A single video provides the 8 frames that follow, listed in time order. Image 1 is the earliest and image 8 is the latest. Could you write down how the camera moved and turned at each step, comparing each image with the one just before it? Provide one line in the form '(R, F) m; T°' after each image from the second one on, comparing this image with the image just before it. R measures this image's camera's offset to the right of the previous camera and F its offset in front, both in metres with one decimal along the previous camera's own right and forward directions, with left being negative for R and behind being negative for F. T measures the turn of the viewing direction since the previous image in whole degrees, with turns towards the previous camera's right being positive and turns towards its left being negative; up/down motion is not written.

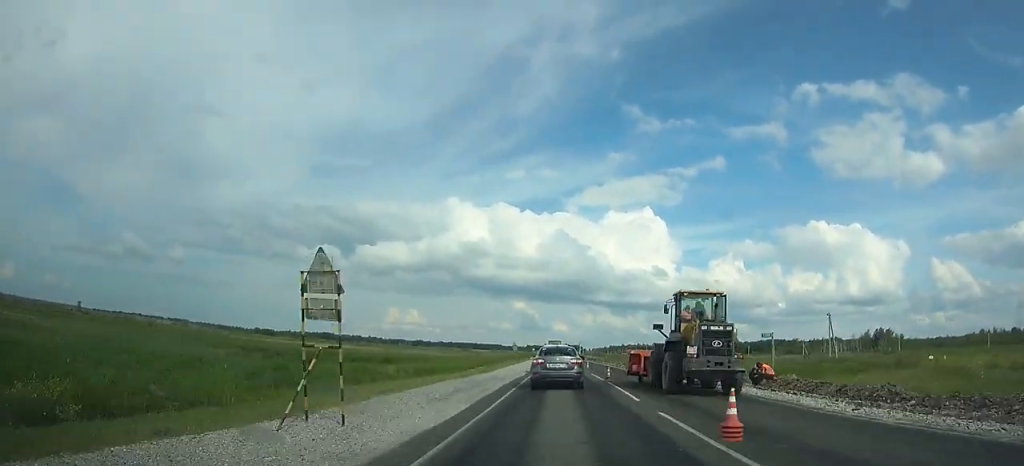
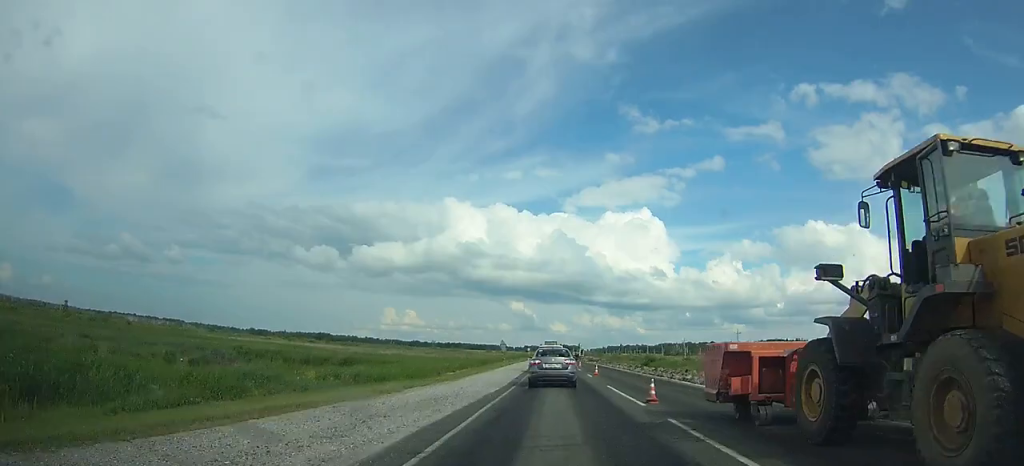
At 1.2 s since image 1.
(0.0, +13.9) m; 0°
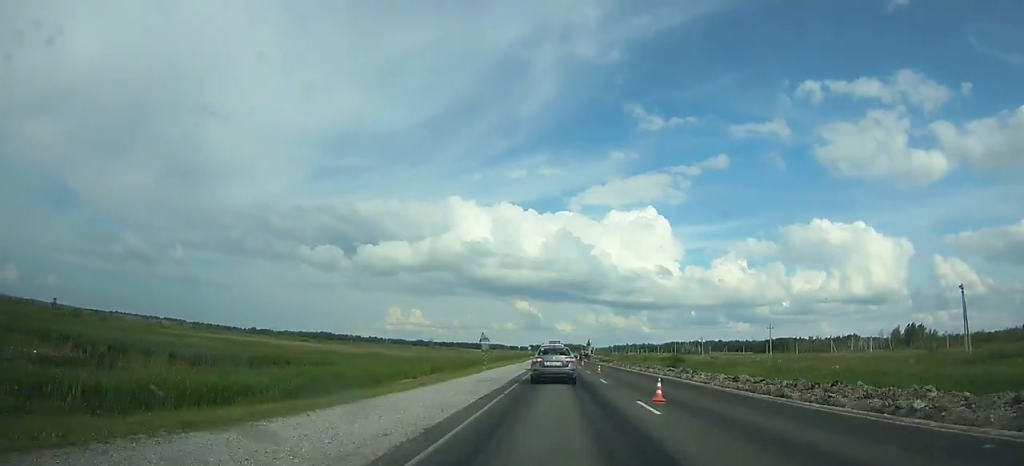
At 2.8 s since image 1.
(0.0, +19.4) m; 0°
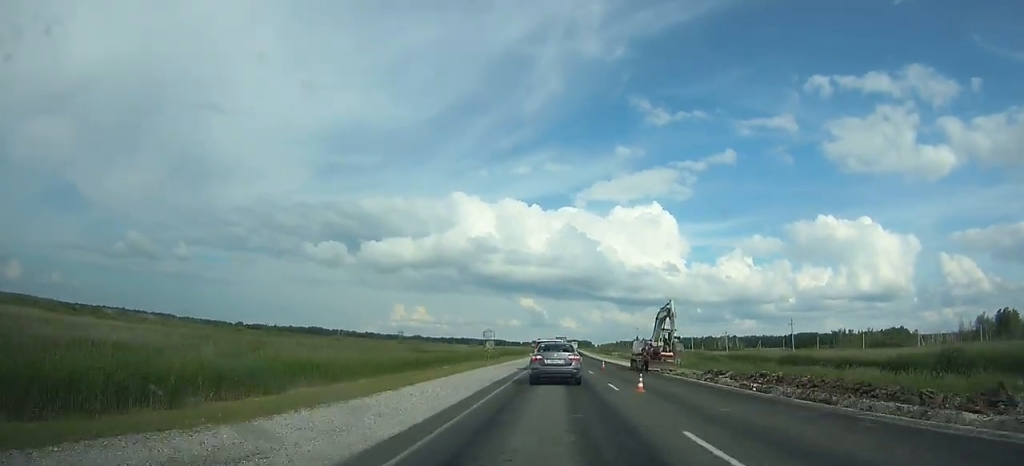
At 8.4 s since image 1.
(-0.1, +73.1) m; 0°
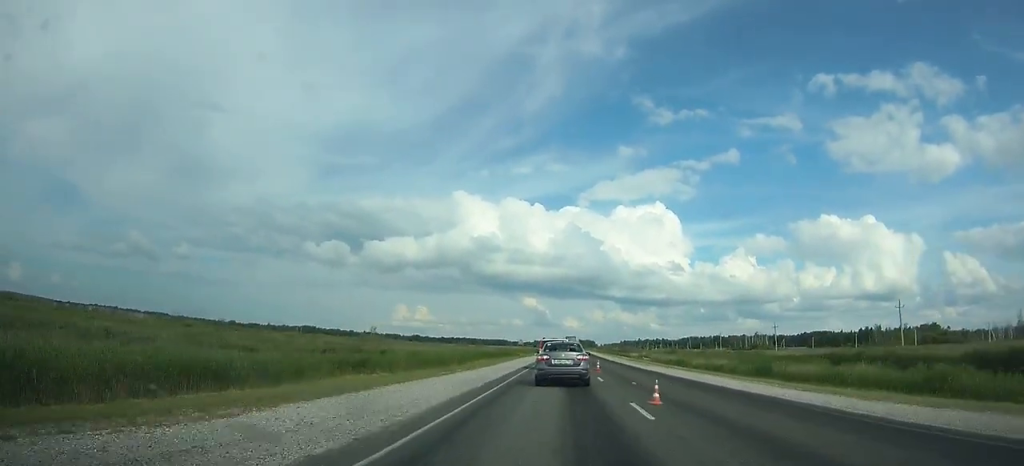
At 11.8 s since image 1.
(+0.3, +45.3) m; 0°
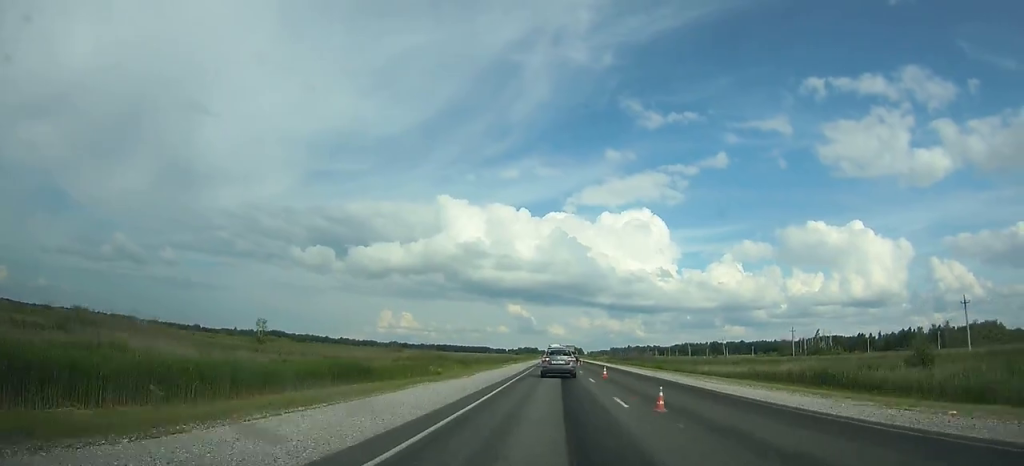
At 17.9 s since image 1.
(+0.3, +83.6) m; +1°
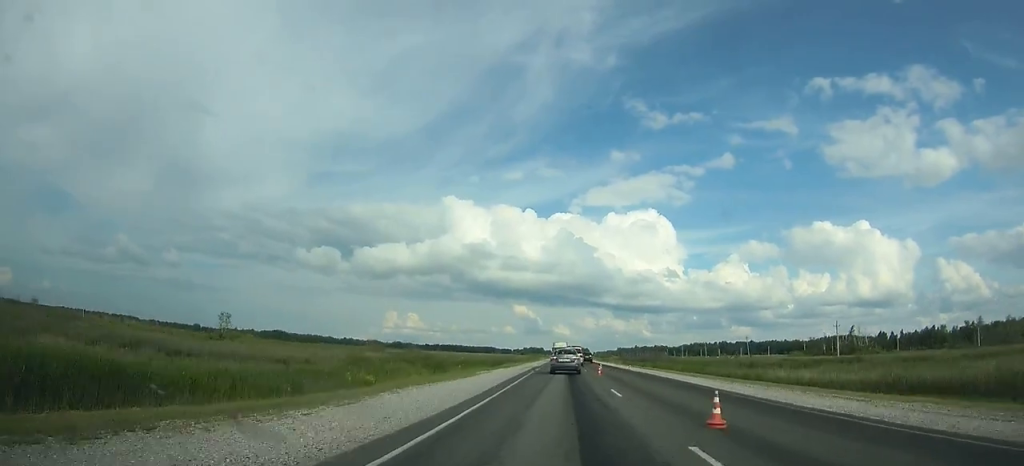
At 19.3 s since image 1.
(-0.1, +20.6) m; 0°
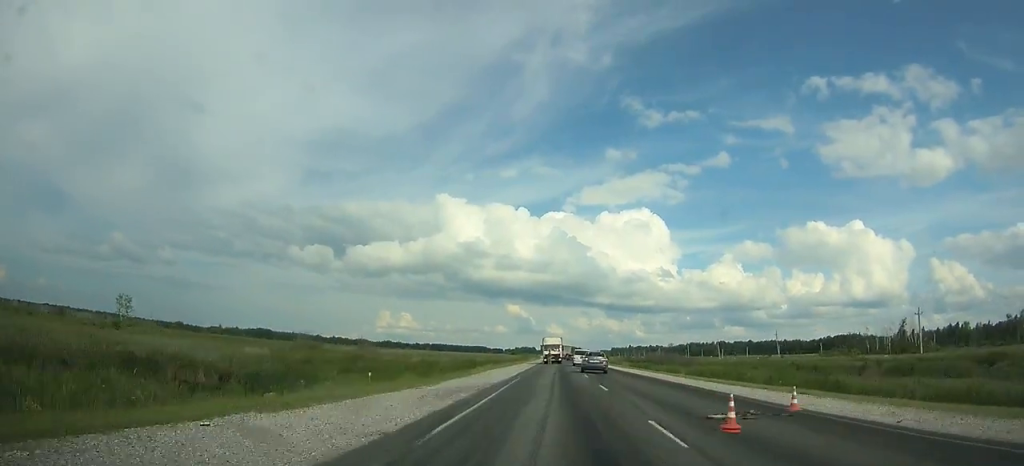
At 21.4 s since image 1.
(+0.3, +34.6) m; +1°
